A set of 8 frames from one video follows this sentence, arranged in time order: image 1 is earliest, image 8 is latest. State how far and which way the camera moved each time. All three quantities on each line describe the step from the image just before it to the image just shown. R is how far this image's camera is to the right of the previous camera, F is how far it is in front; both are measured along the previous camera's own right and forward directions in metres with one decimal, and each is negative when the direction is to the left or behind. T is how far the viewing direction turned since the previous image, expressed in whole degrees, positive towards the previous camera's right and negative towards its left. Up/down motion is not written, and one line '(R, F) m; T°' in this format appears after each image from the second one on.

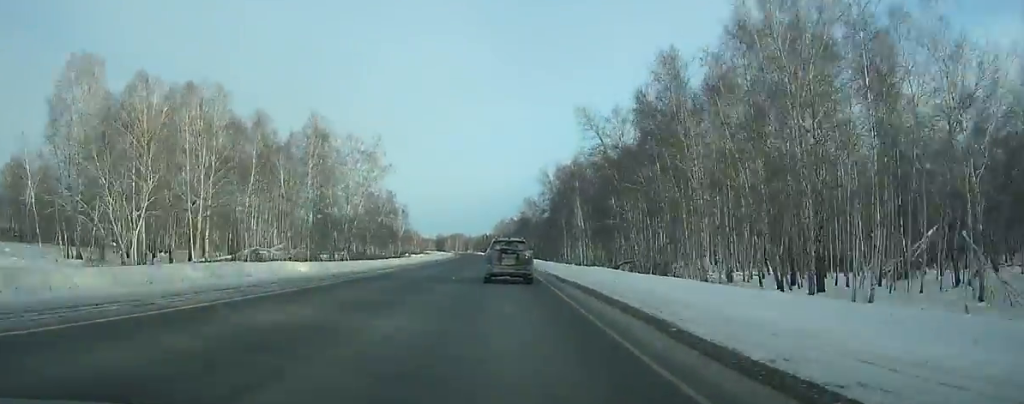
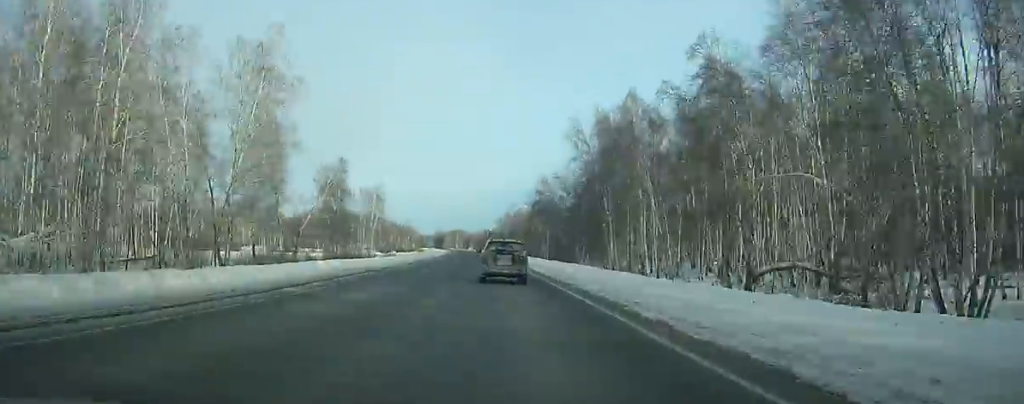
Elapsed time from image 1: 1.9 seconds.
(-0.4, +46.4) m; -1°
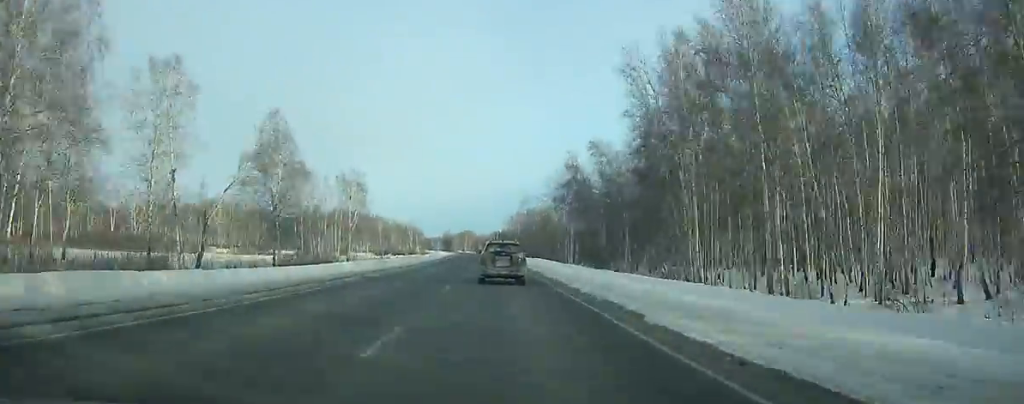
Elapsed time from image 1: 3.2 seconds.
(-0.1, +31.4) m; -1°
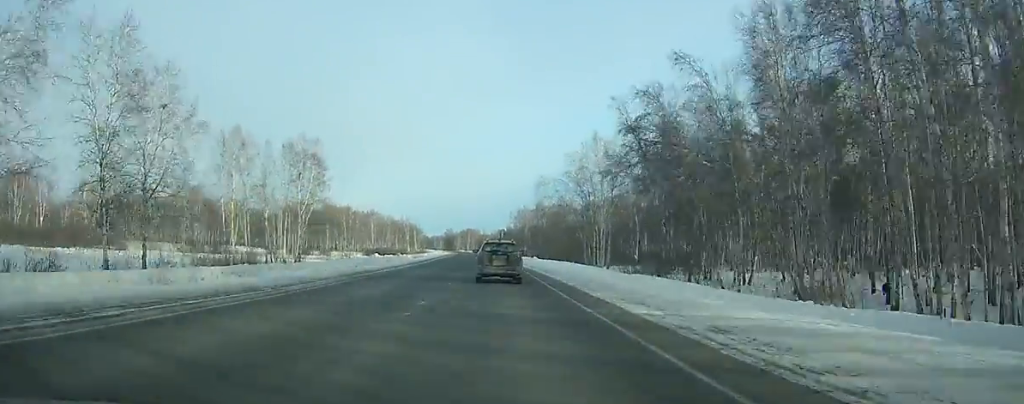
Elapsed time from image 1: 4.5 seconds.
(-0.1, +31.3) m; -1°
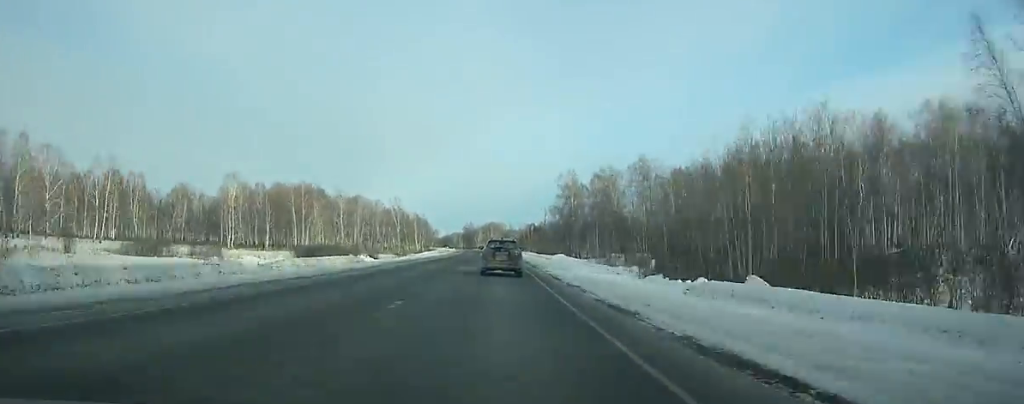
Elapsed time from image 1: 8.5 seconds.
(-1.9, +95.4) m; -2°
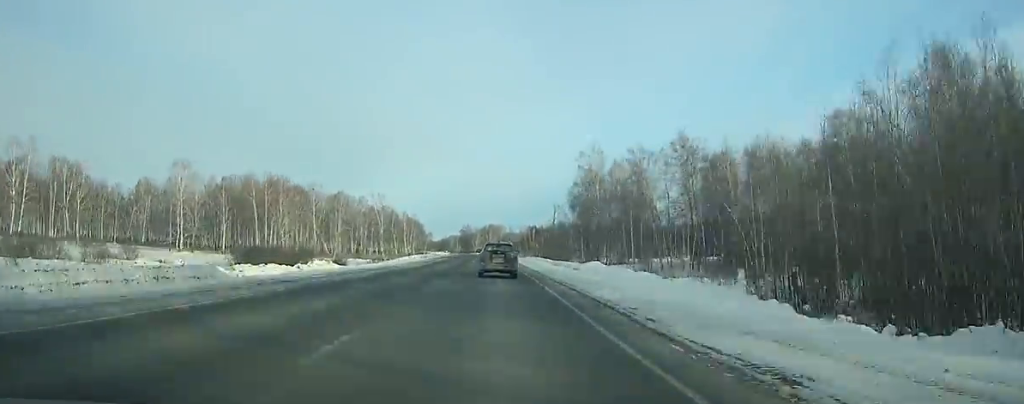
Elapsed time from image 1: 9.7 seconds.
(-0.1, +28.4) m; -1°
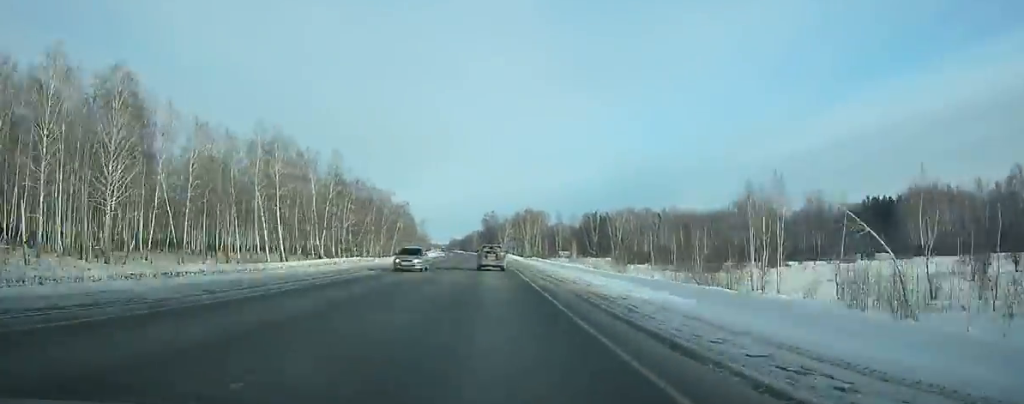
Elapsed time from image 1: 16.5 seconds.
(-3.7, +160.6) m; -3°
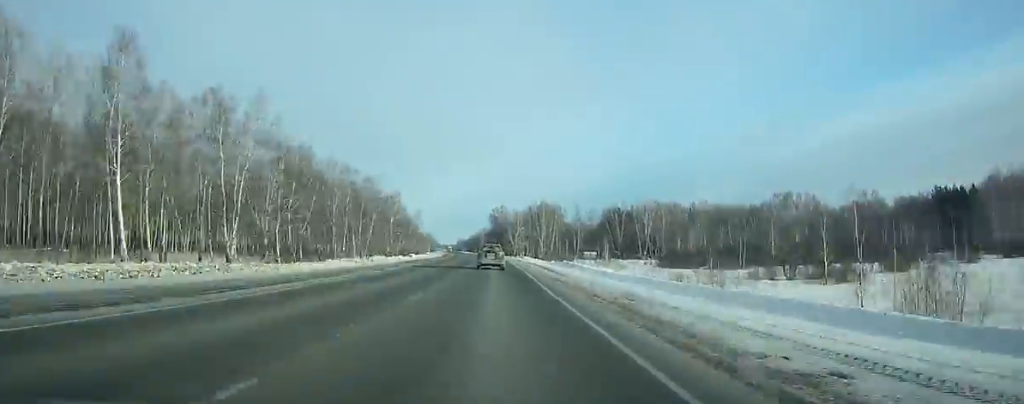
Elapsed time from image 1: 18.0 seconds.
(-0.6, +35.8) m; -1°
